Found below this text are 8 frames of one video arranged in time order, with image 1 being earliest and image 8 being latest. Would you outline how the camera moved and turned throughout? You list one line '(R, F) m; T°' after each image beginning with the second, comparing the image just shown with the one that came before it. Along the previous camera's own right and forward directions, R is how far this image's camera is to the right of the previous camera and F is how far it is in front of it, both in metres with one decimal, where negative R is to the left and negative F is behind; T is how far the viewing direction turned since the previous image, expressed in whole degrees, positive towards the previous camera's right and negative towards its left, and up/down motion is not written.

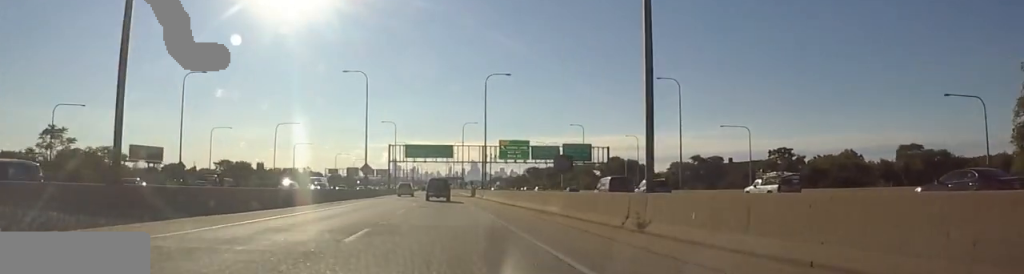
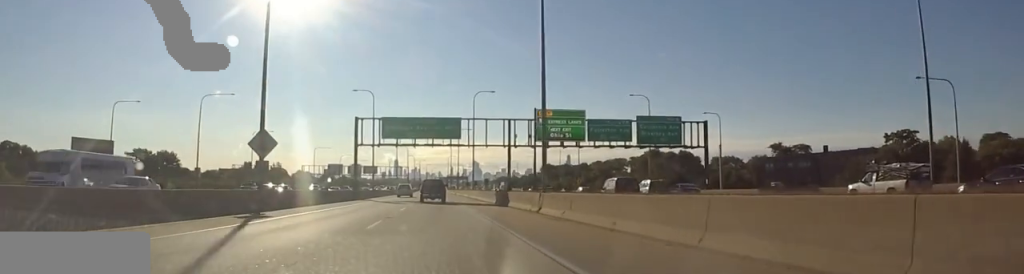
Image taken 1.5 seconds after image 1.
(+1.0, +43.5) m; -2°
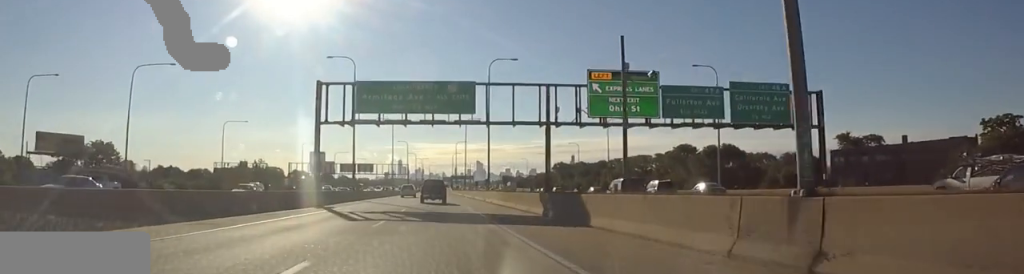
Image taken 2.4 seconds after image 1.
(-1.6, +22.7) m; -1°
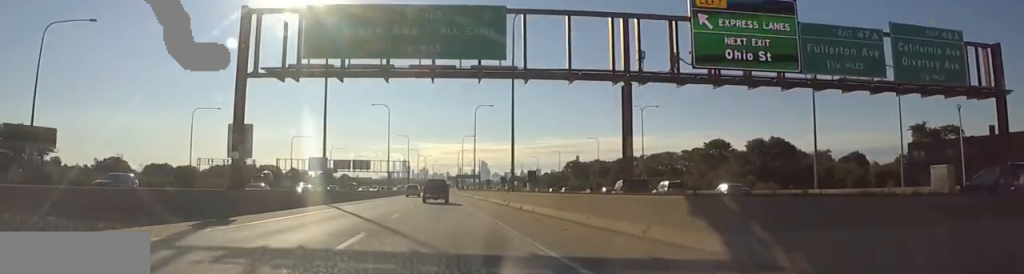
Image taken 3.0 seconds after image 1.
(+0.4, +19.3) m; +1°
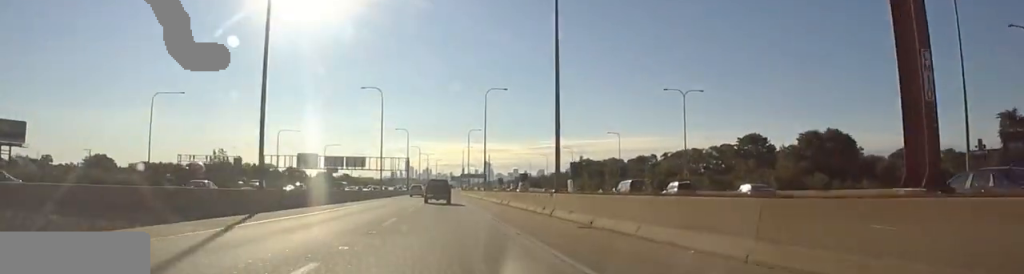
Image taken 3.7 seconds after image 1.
(+0.3, +17.7) m; +1°
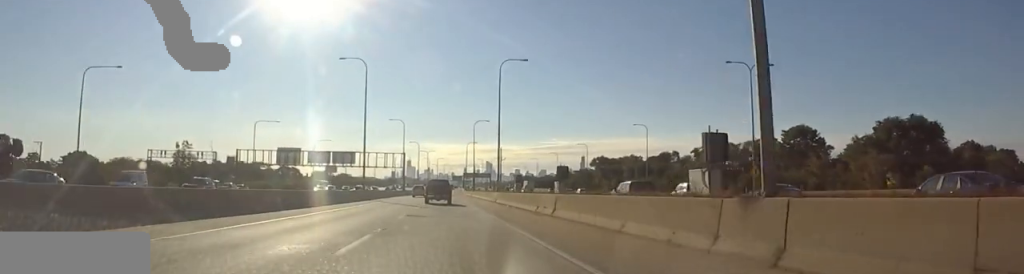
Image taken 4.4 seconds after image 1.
(+0.3, +20.5) m; -1°
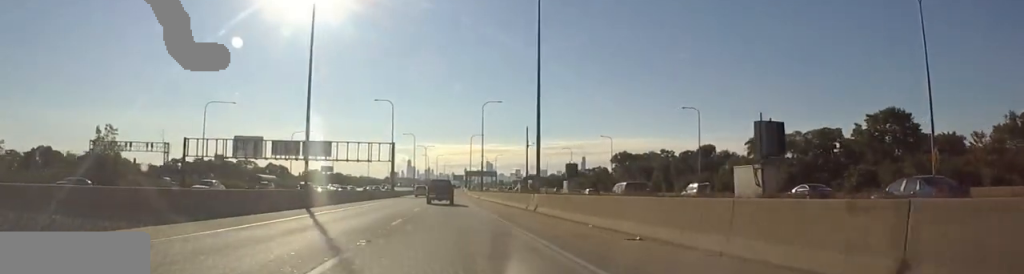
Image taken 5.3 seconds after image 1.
(-0.8, +28.3) m; -2°
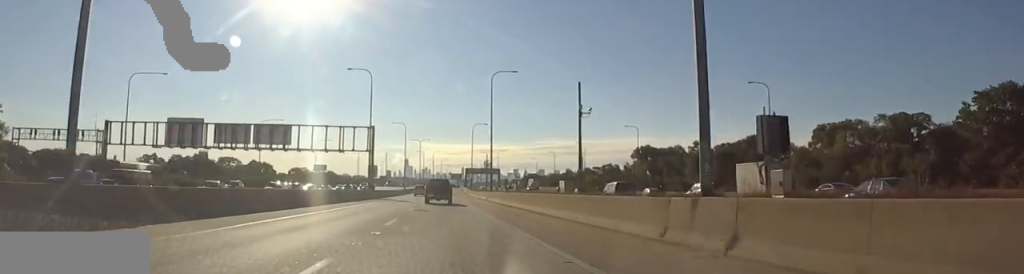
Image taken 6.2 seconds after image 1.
(-0.2, +24.9) m; +1°
